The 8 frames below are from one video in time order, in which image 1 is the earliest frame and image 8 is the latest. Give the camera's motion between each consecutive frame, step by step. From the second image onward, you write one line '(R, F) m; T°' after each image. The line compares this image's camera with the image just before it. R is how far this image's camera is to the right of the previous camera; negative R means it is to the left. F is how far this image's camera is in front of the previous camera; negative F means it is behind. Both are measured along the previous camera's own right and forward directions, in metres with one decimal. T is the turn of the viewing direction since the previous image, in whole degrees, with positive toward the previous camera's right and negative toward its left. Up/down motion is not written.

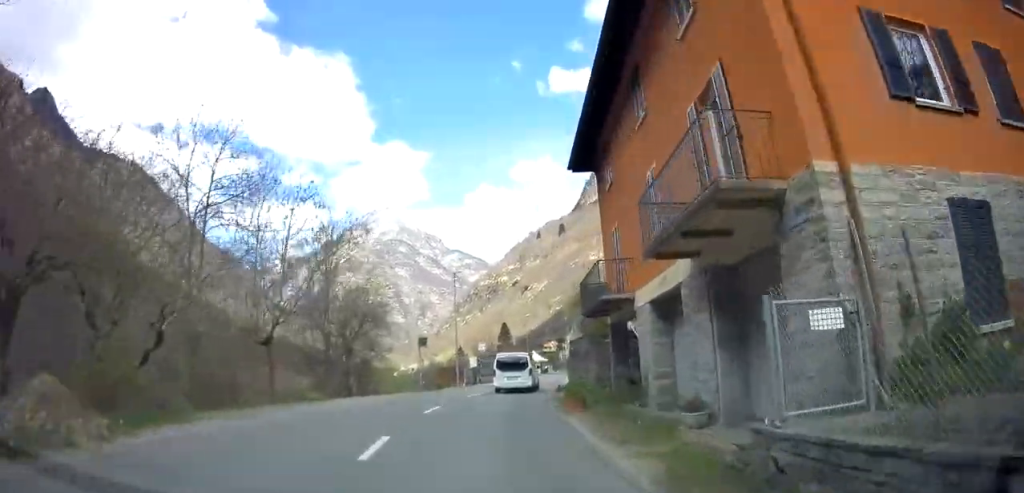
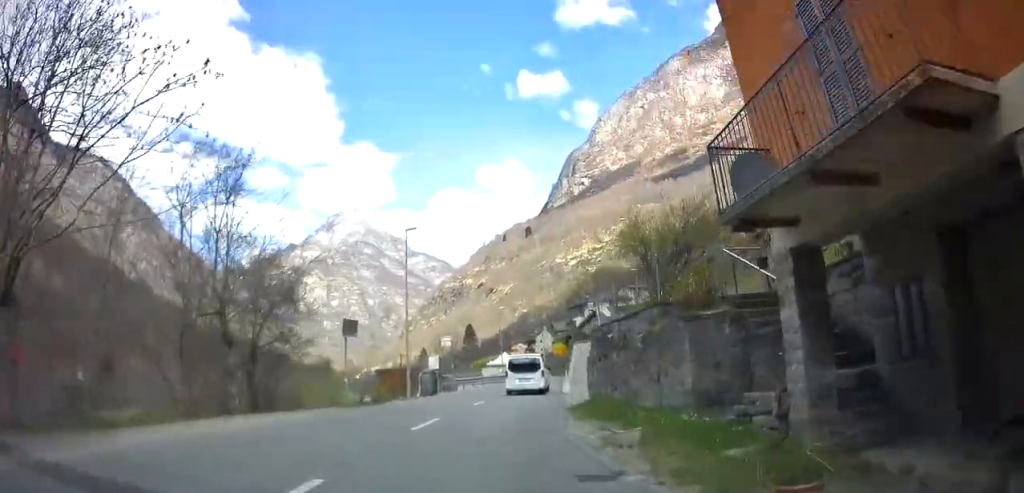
(+0.1, +12.7) m; +3°
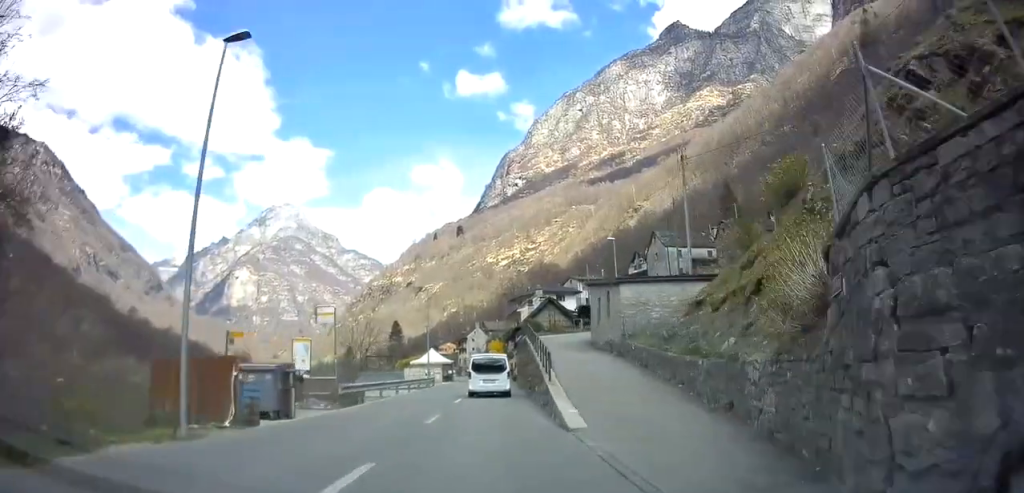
(+0.9, +15.9) m; +3°
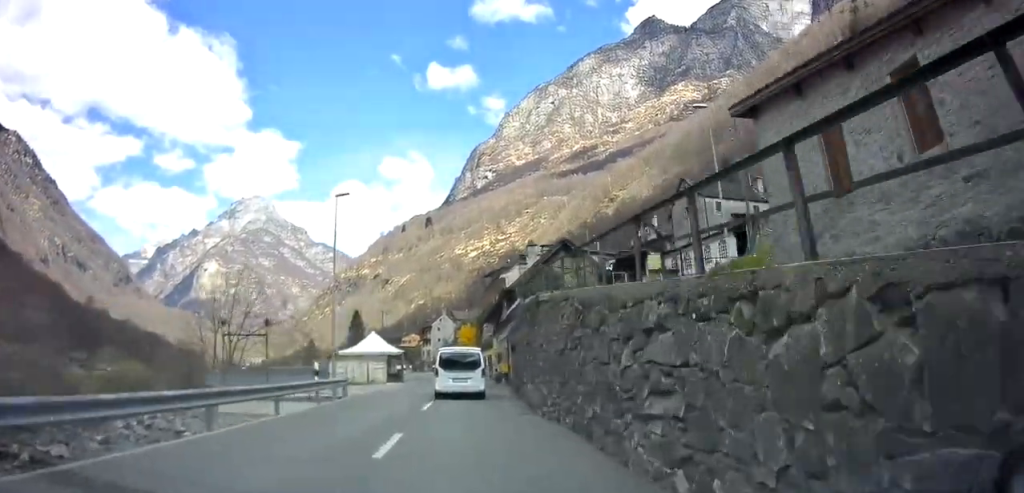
(+0.1, +22.4) m; +1°
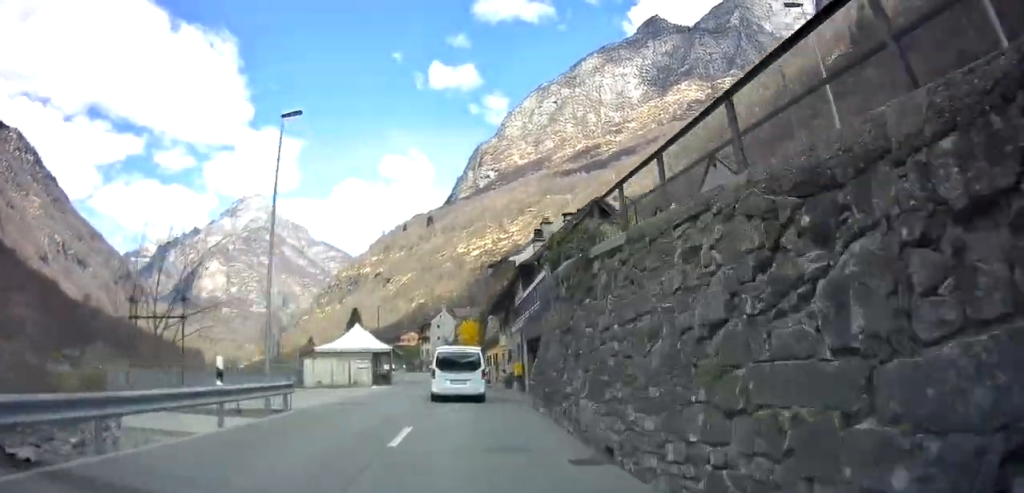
(0.0, +7.9) m; 0°
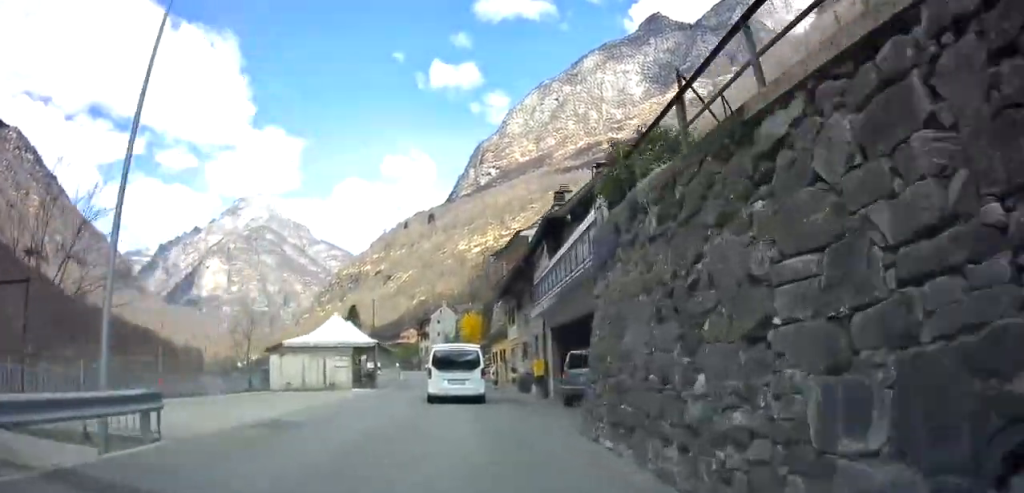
(0.0, +6.8) m; 0°
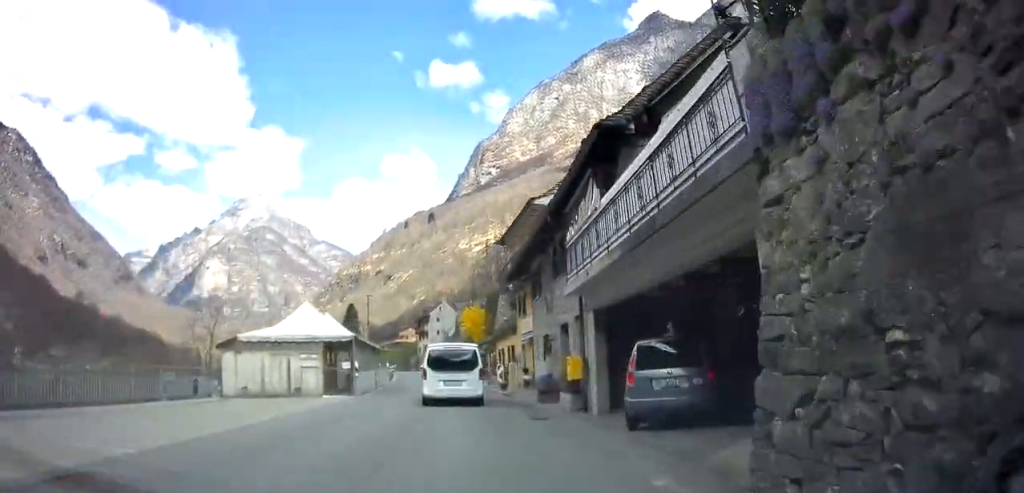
(0.0, +6.3) m; 0°
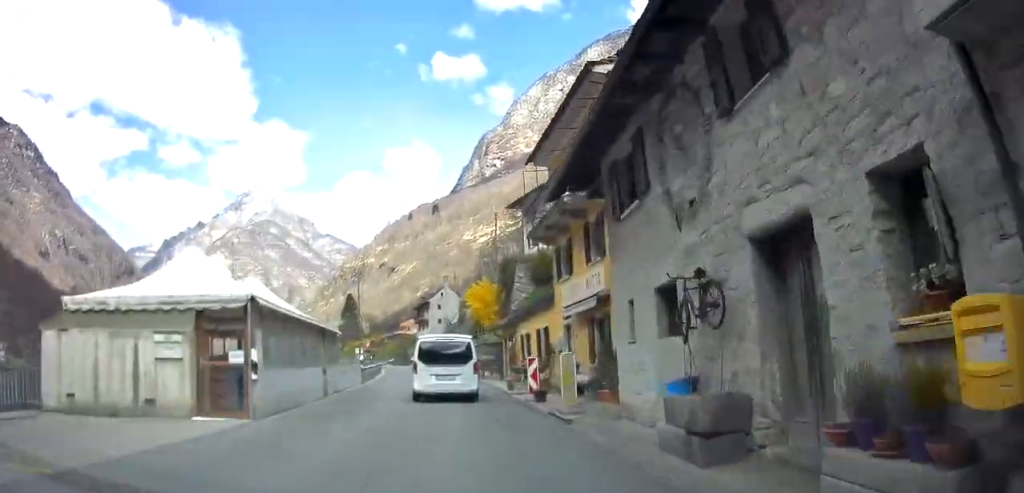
(0.0, +12.5) m; 0°
